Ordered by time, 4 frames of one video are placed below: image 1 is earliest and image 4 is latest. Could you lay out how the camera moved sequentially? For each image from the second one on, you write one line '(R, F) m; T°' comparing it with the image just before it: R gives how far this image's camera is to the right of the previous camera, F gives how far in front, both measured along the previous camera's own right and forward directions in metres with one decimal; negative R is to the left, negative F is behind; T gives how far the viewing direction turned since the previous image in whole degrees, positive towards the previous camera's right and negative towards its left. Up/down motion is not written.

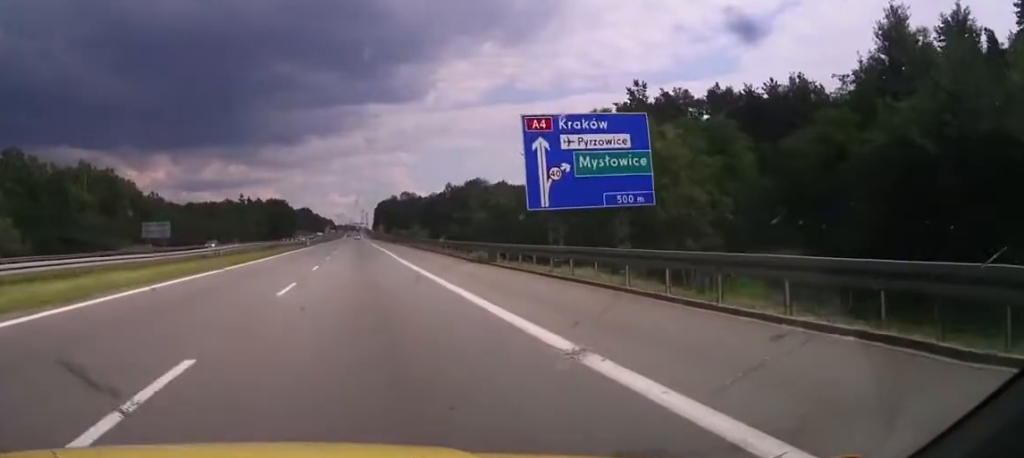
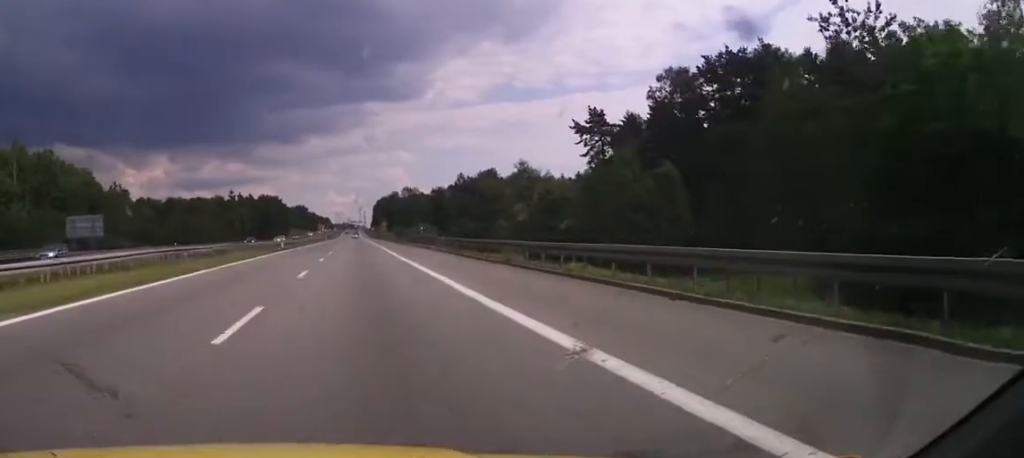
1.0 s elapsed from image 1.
(+0.1, +30.8) m; 0°
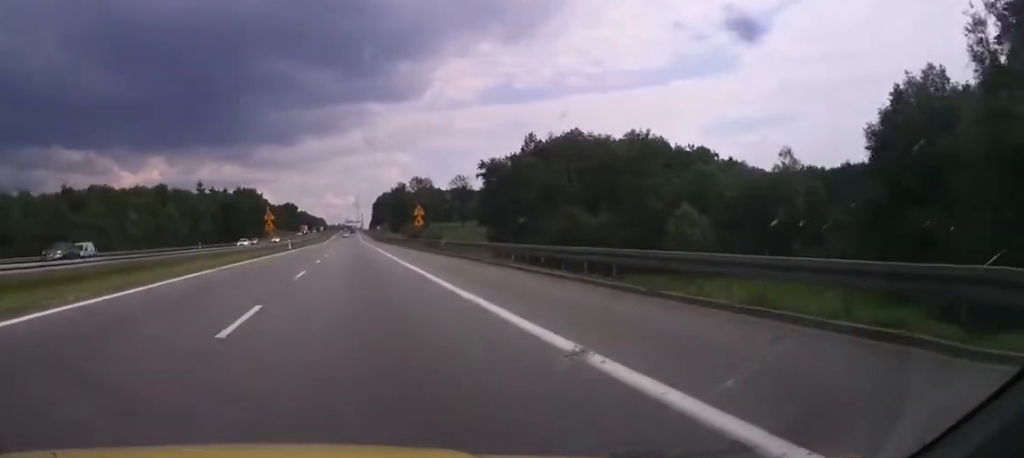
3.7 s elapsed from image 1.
(+0.4, +84.4) m; +1°
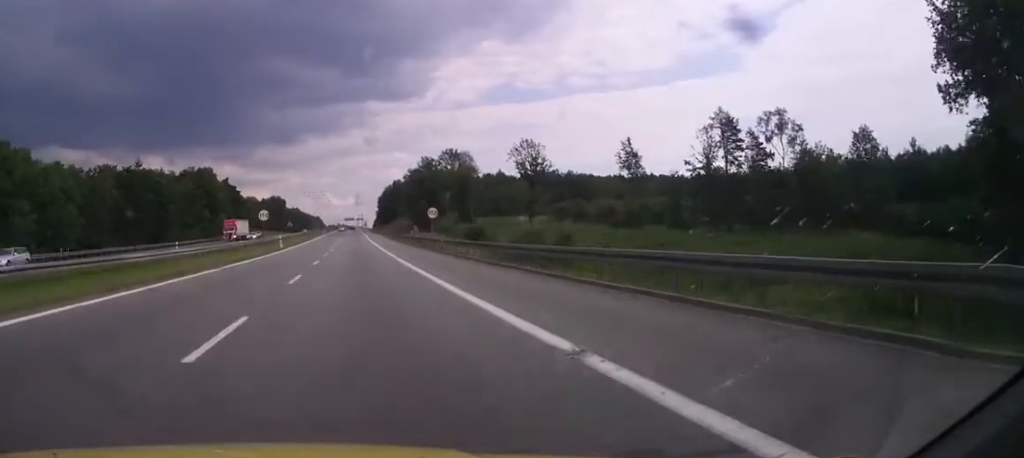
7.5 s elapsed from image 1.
(+0.1, +111.5) m; 0°
